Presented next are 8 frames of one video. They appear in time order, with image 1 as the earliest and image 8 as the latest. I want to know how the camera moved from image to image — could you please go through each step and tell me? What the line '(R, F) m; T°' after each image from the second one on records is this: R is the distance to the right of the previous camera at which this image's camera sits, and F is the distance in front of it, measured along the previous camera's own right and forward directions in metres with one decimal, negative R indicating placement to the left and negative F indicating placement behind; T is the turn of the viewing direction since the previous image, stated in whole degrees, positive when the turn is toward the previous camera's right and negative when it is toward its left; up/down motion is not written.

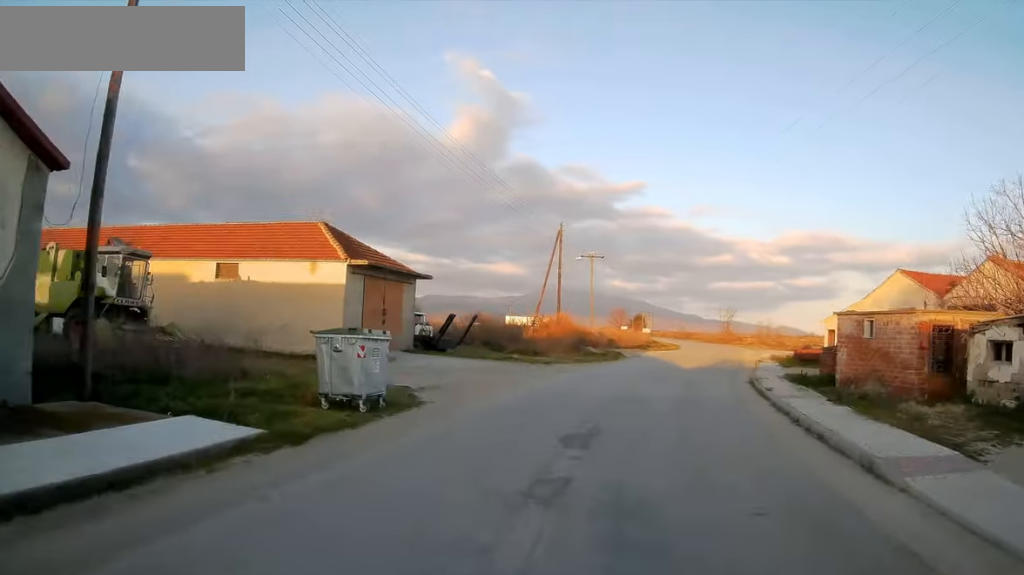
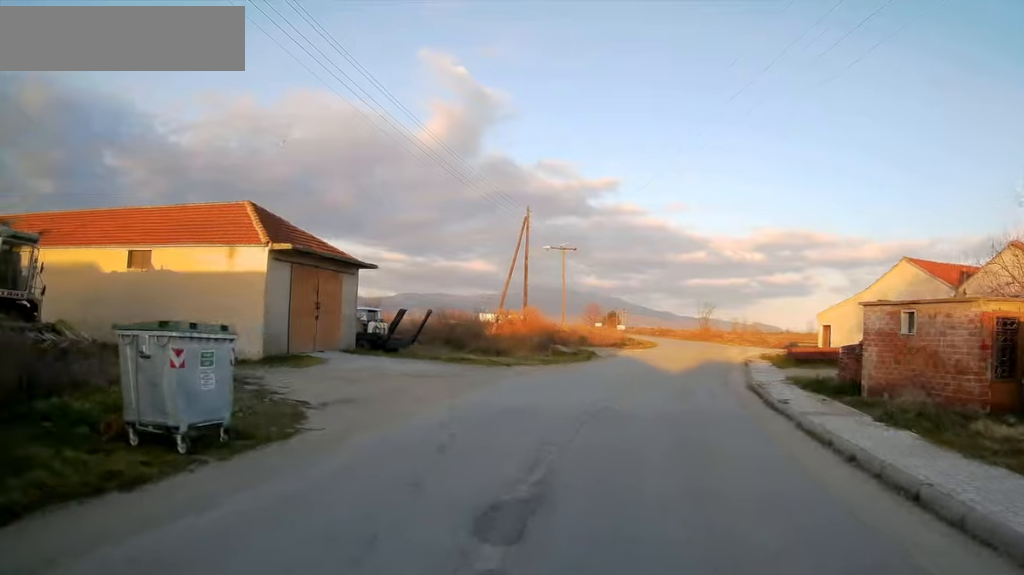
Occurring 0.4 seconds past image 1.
(+0.1, +4.4) m; +1°
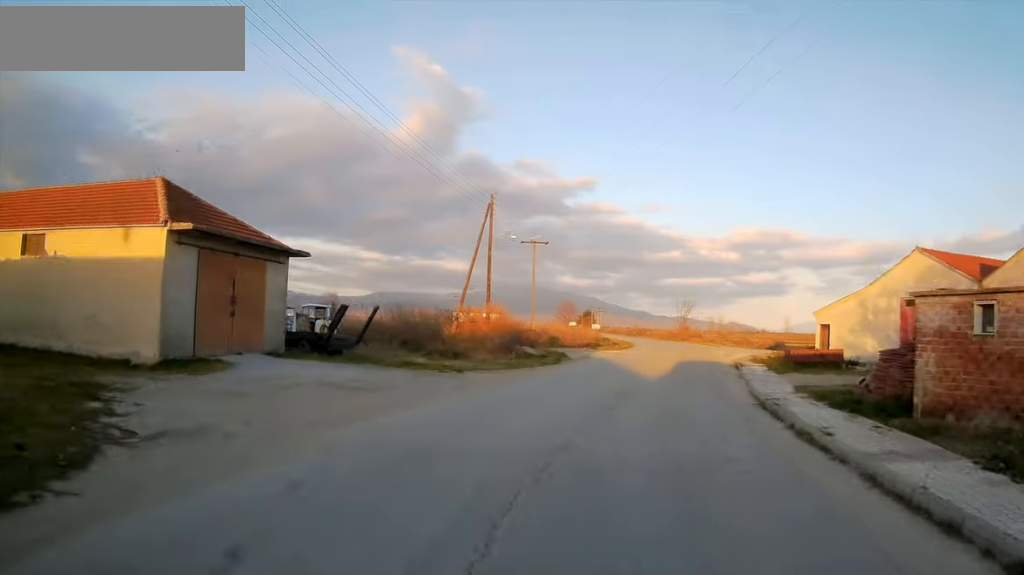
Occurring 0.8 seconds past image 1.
(0.0, +4.4) m; +2°
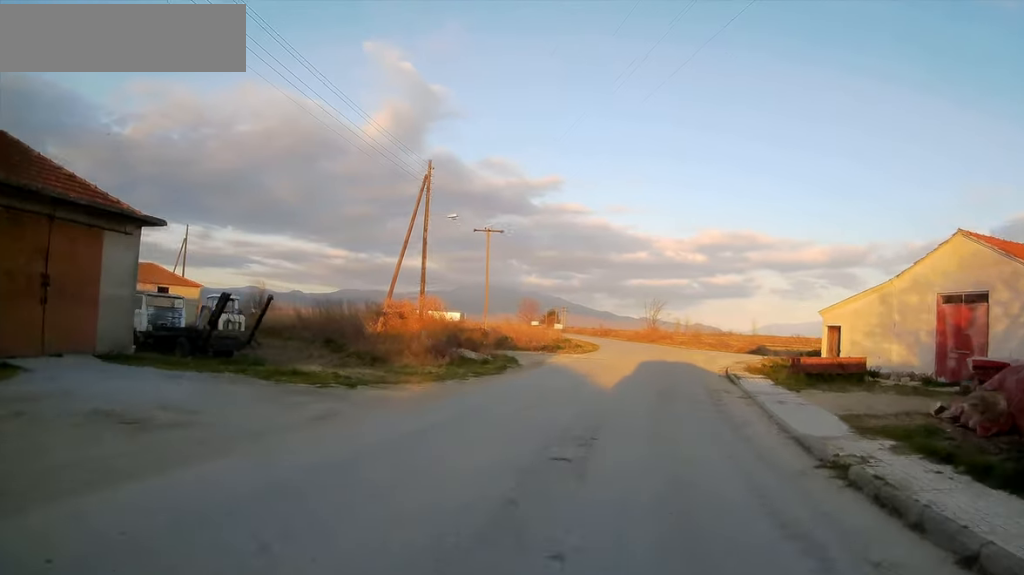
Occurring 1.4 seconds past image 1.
(-0.1, +7.0) m; +3°
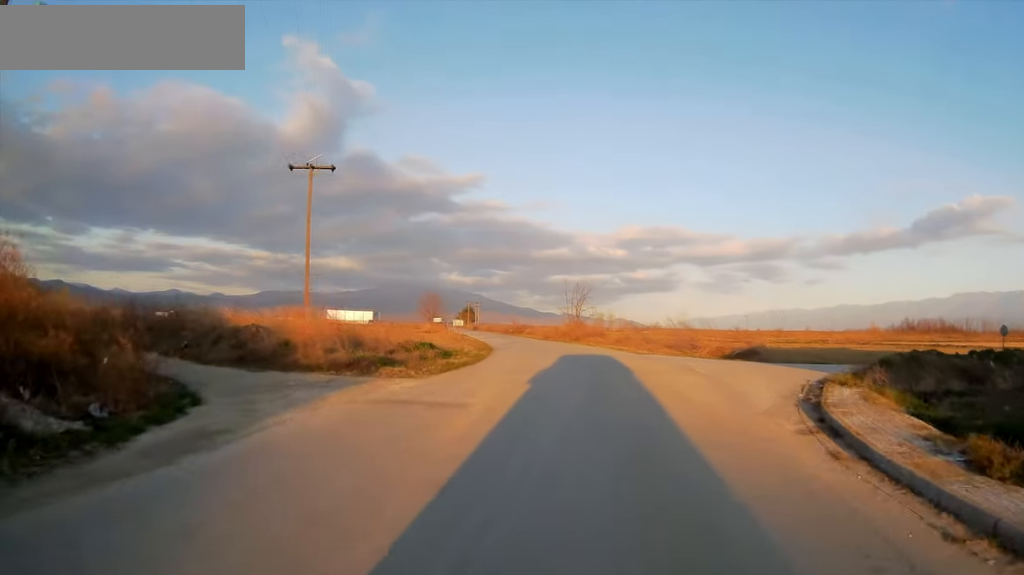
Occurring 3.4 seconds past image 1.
(+2.6, +21.6) m; +9°
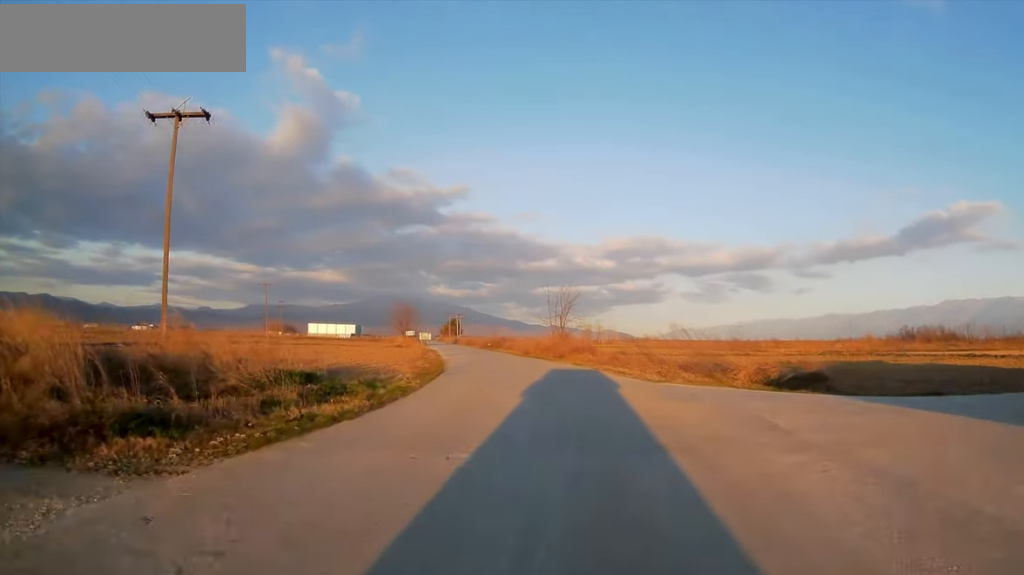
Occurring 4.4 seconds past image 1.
(0.0, +11.3) m; +2°
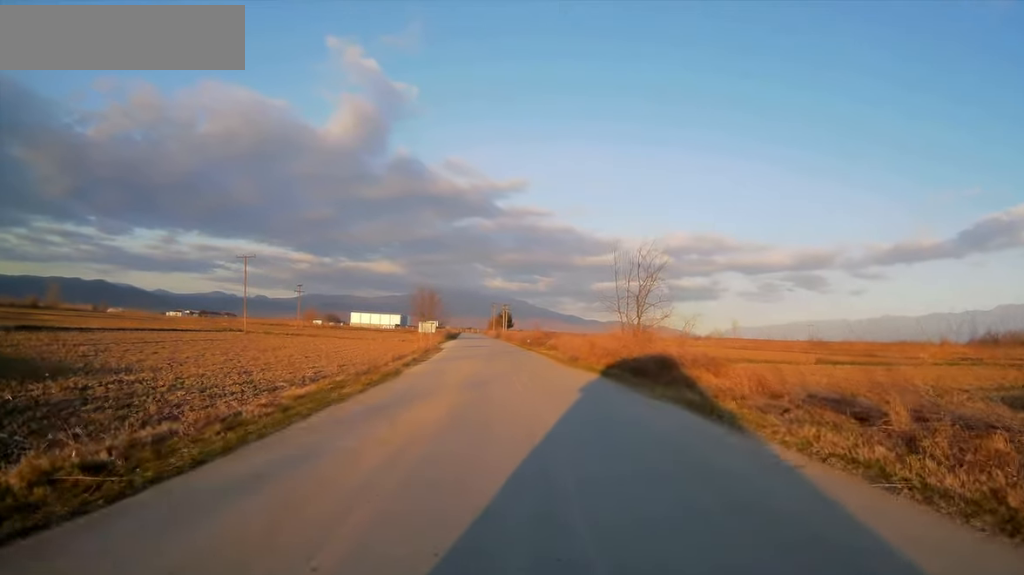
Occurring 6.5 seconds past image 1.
(+0.7, +24.2) m; 0°
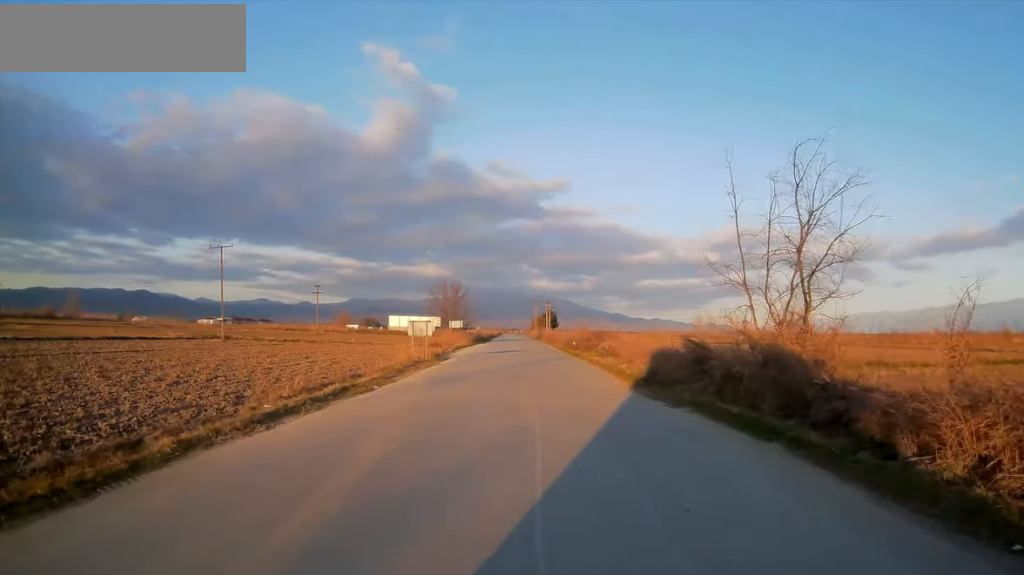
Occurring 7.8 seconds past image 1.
(-0.8, +16.3) m; -5°
